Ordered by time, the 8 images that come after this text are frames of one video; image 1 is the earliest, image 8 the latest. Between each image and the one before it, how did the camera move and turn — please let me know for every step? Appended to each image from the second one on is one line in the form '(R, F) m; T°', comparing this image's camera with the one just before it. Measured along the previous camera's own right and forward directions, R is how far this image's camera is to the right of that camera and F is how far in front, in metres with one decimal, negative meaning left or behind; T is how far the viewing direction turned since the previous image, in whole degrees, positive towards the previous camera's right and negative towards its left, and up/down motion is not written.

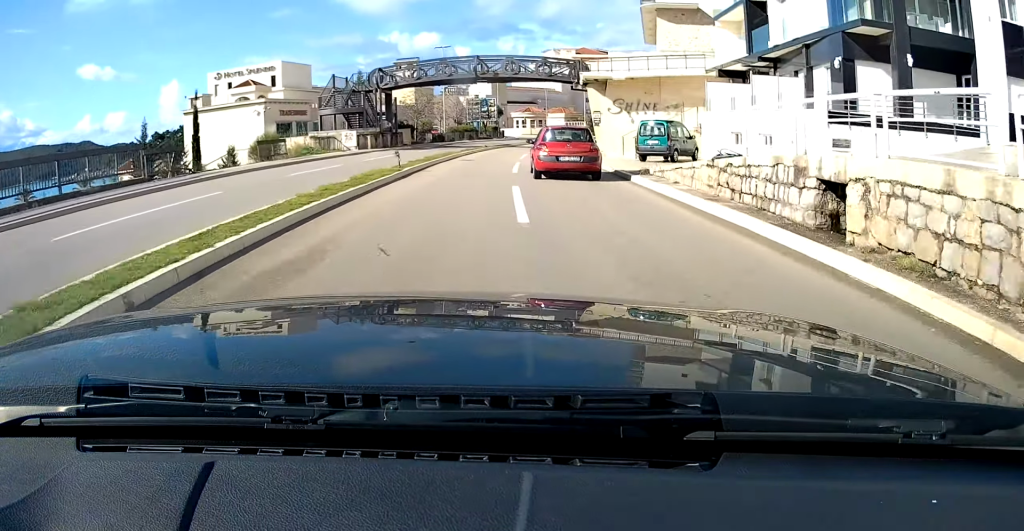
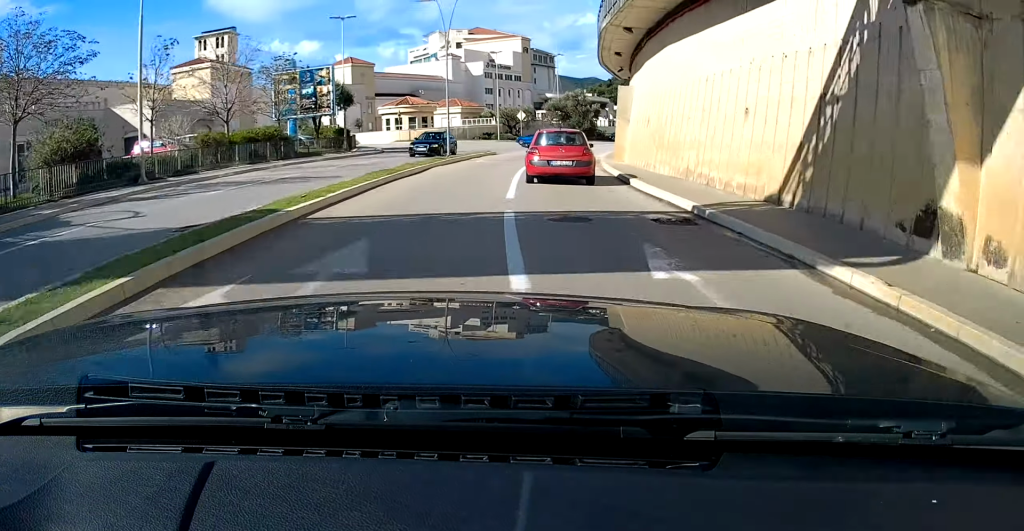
(+3.9, +47.5) m; +12°
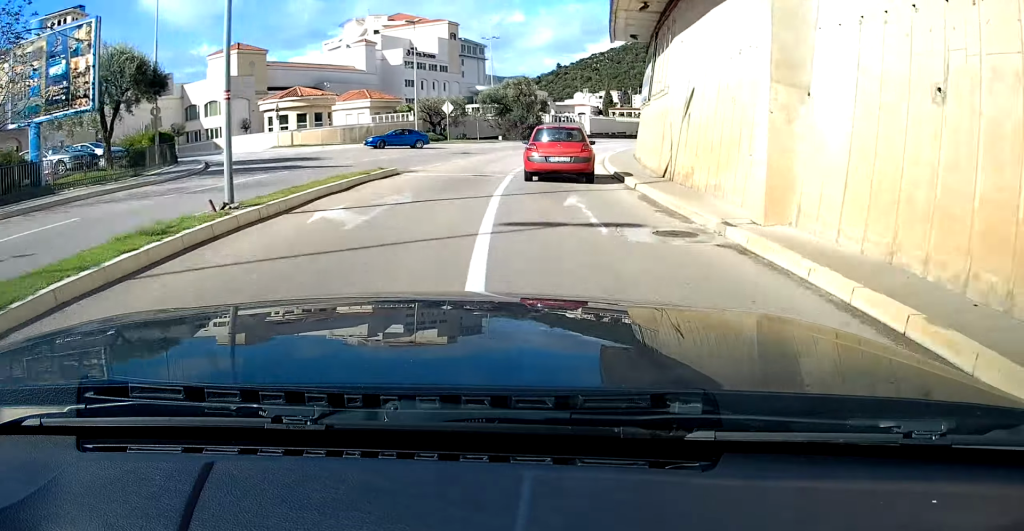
(+1.2, +20.5) m; +7°
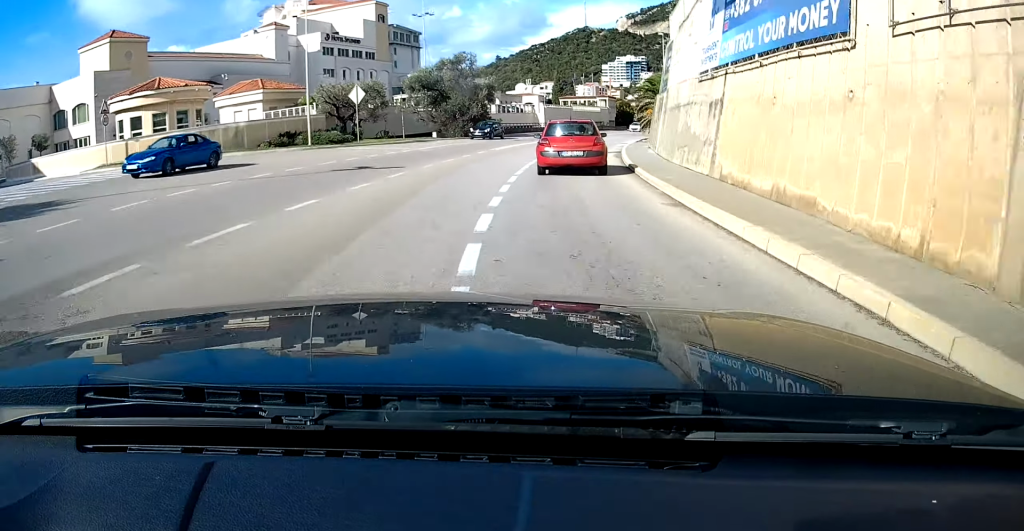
(+1.1, +17.2) m; +6°
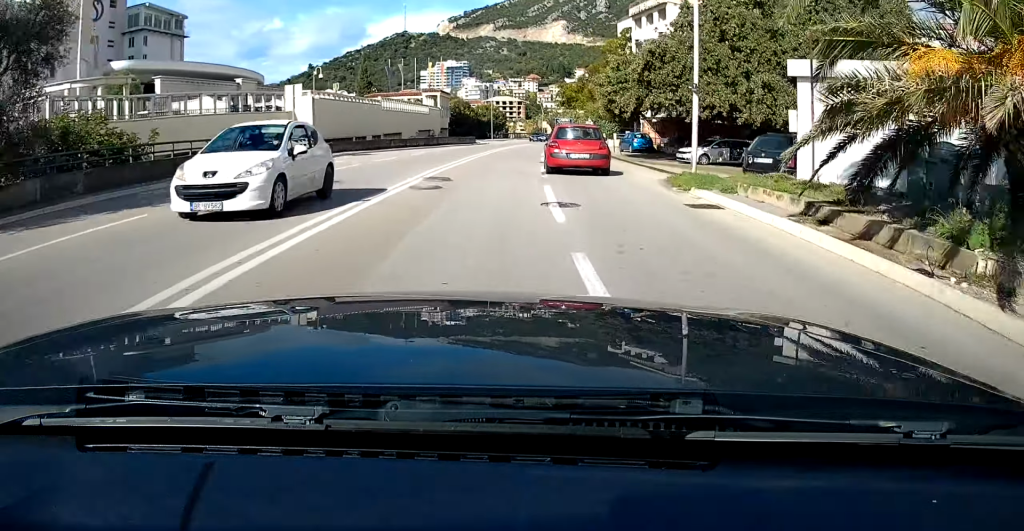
(+6.2, +46.2) m; +13°
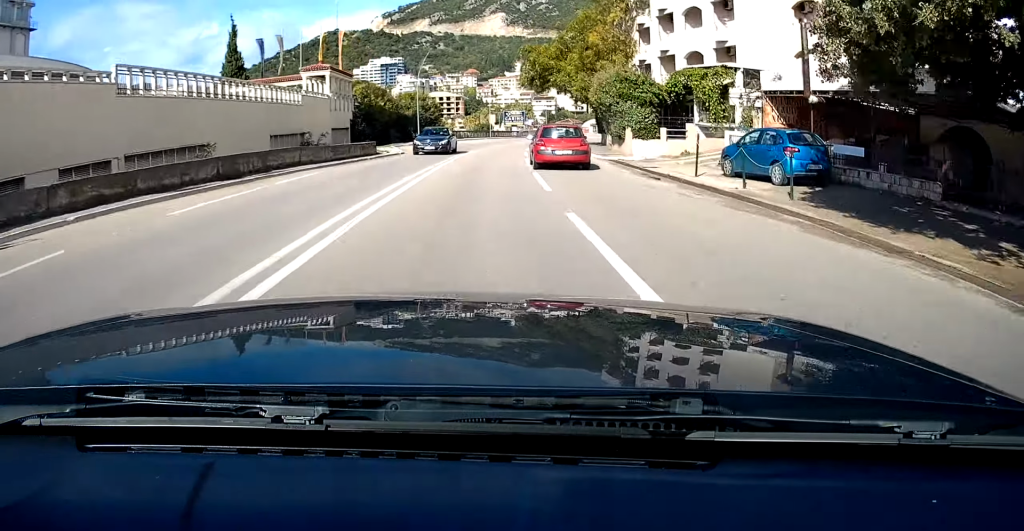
(+2.1, +31.8) m; +6°
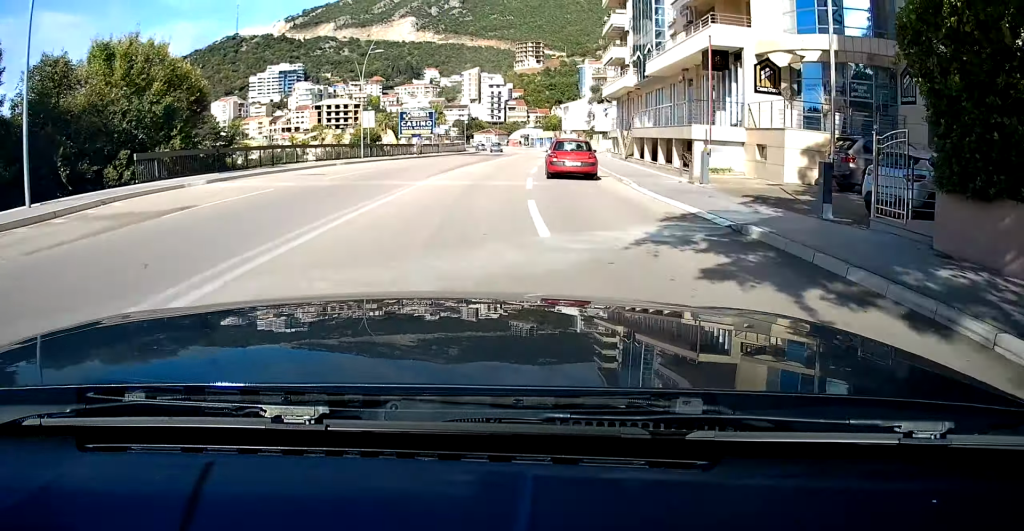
(+2.6, +48.5) m; +7°
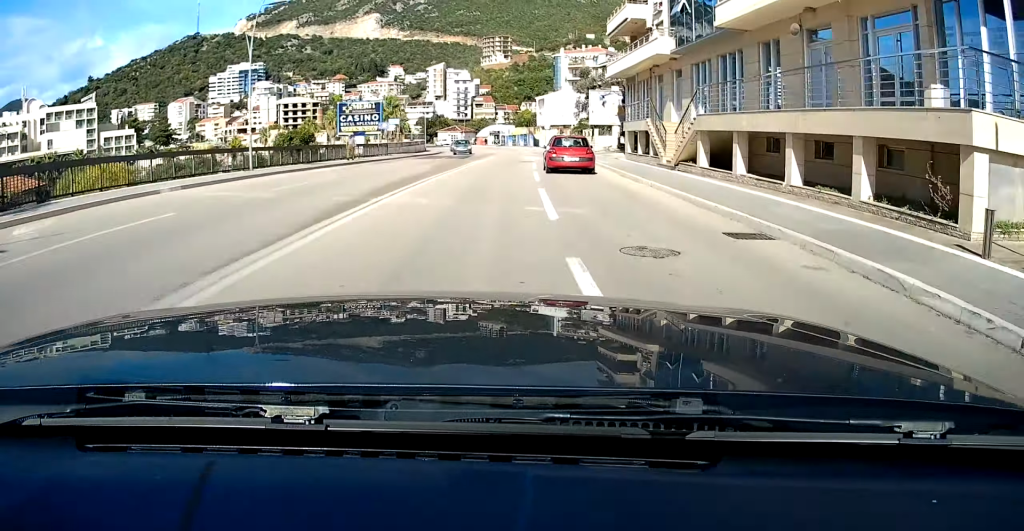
(+0.6, +16.9) m; +2°
